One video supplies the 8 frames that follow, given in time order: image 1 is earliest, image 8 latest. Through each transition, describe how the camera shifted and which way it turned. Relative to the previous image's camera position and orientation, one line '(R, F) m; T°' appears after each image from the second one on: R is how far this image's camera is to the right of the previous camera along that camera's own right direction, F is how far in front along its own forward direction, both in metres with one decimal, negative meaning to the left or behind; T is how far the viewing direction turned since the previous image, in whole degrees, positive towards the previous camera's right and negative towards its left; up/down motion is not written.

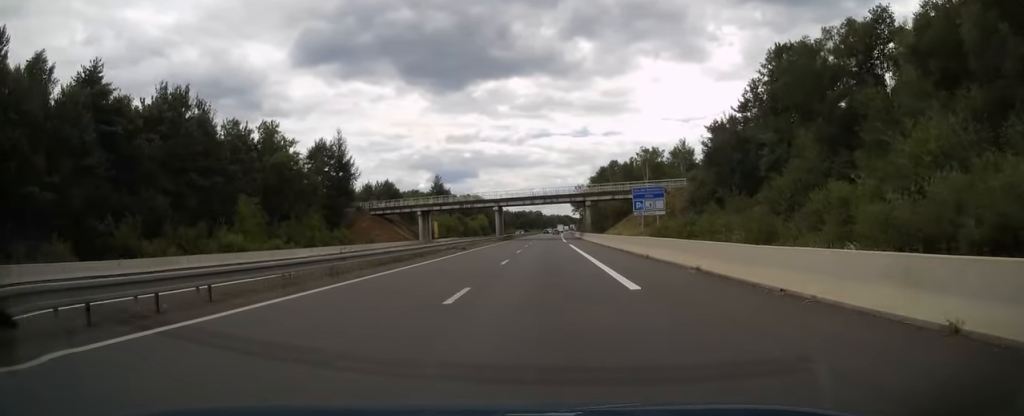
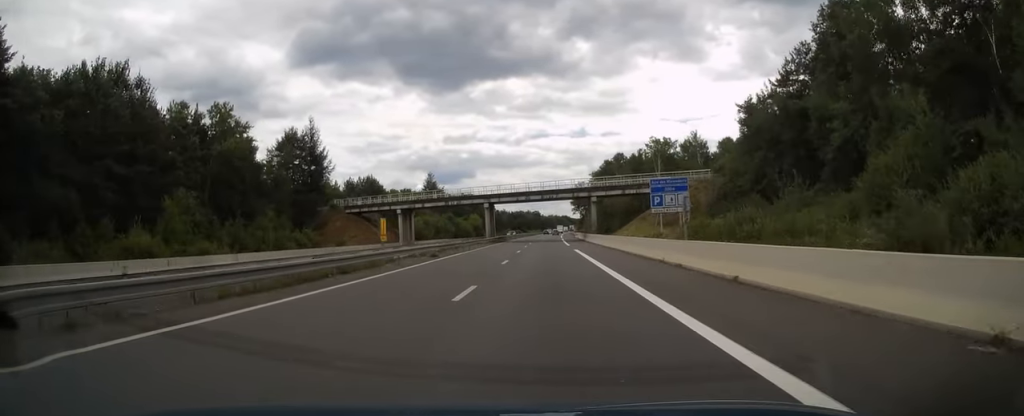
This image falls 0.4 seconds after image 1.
(0.0, +12.3) m; 0°
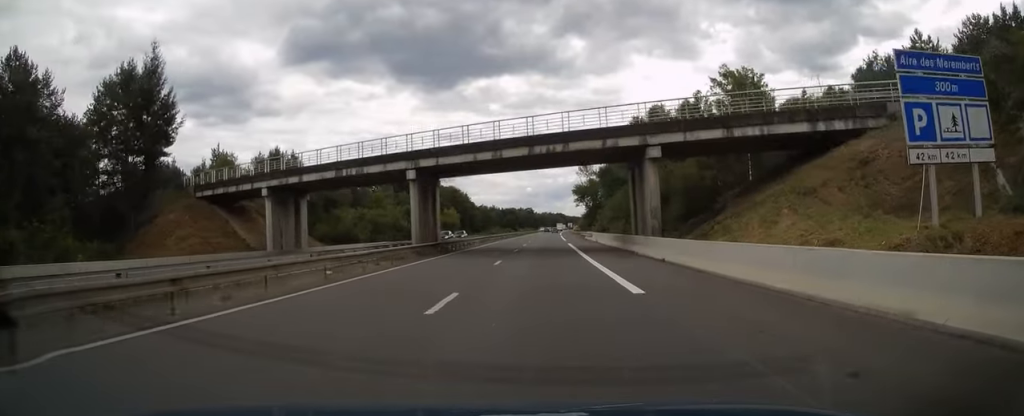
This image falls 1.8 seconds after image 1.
(+0.3, +40.9) m; +1°
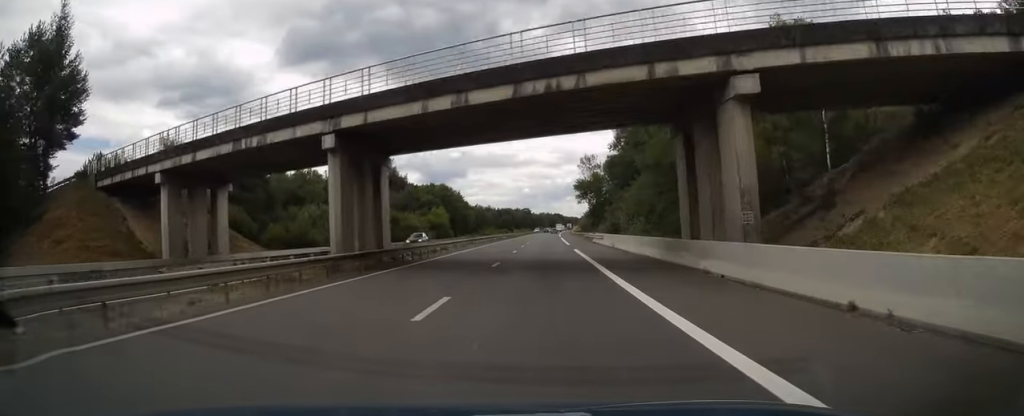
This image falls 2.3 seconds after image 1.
(0.0, +13.7) m; 0°
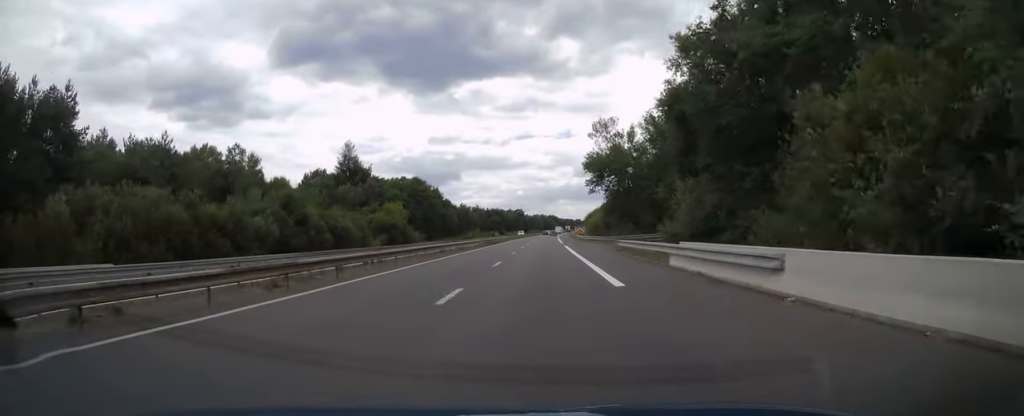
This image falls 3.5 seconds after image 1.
(+0.1, +36.4) m; 0°
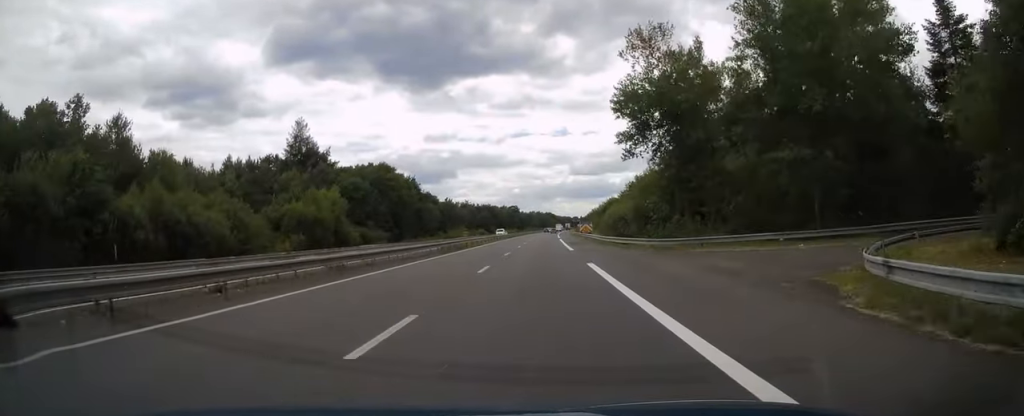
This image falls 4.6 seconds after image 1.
(+0.2, +31.0) m; +1°
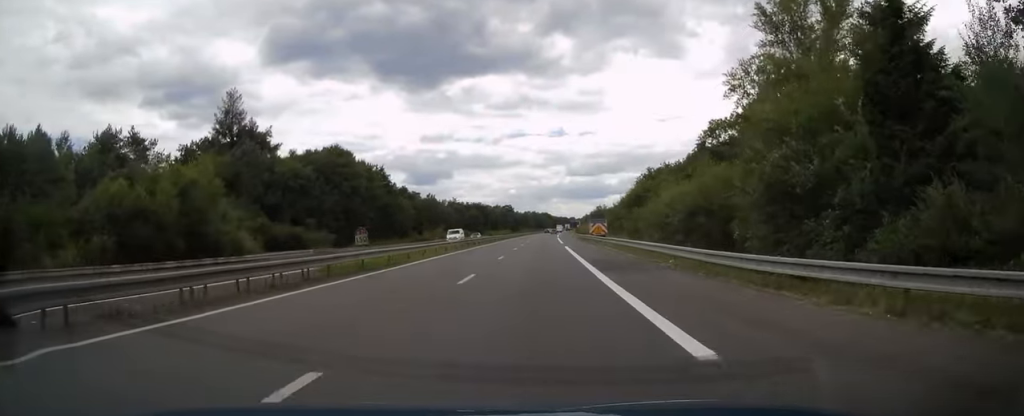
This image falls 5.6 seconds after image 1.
(+0.1, +29.5) m; 0°
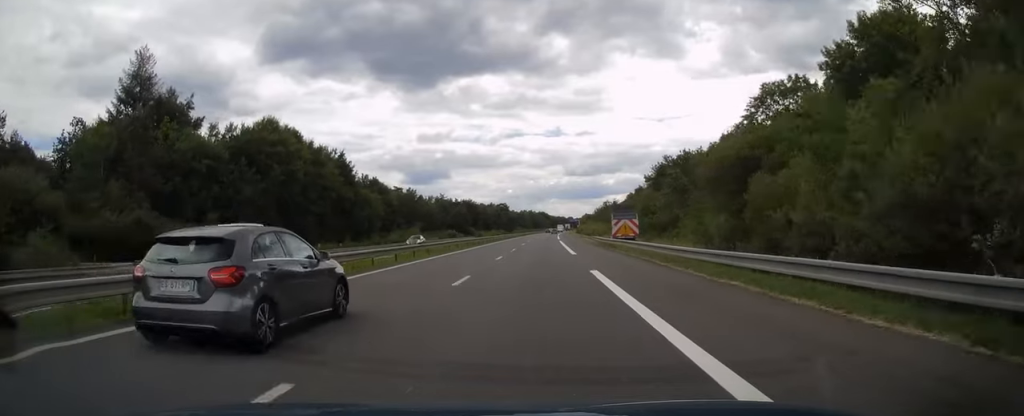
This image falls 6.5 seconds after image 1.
(+0.1, +26.6) m; 0°
